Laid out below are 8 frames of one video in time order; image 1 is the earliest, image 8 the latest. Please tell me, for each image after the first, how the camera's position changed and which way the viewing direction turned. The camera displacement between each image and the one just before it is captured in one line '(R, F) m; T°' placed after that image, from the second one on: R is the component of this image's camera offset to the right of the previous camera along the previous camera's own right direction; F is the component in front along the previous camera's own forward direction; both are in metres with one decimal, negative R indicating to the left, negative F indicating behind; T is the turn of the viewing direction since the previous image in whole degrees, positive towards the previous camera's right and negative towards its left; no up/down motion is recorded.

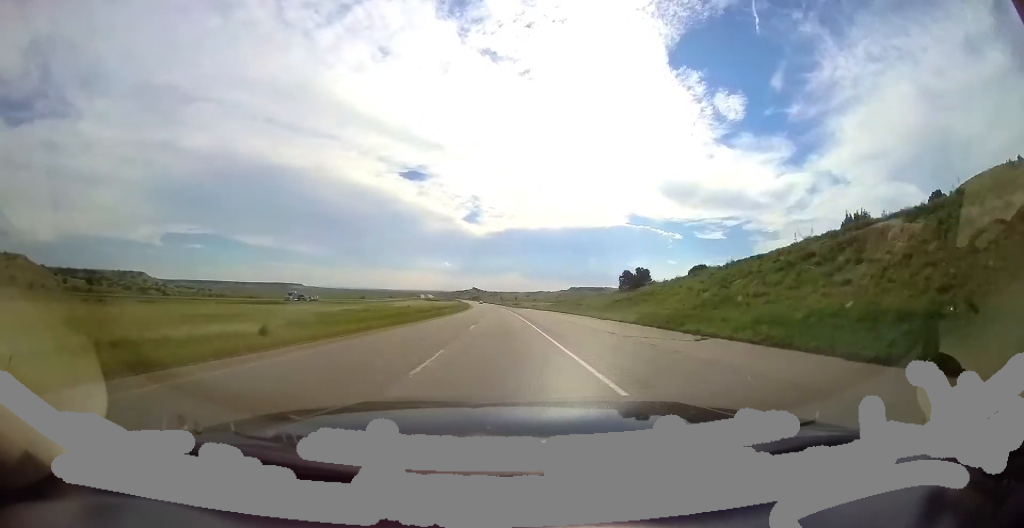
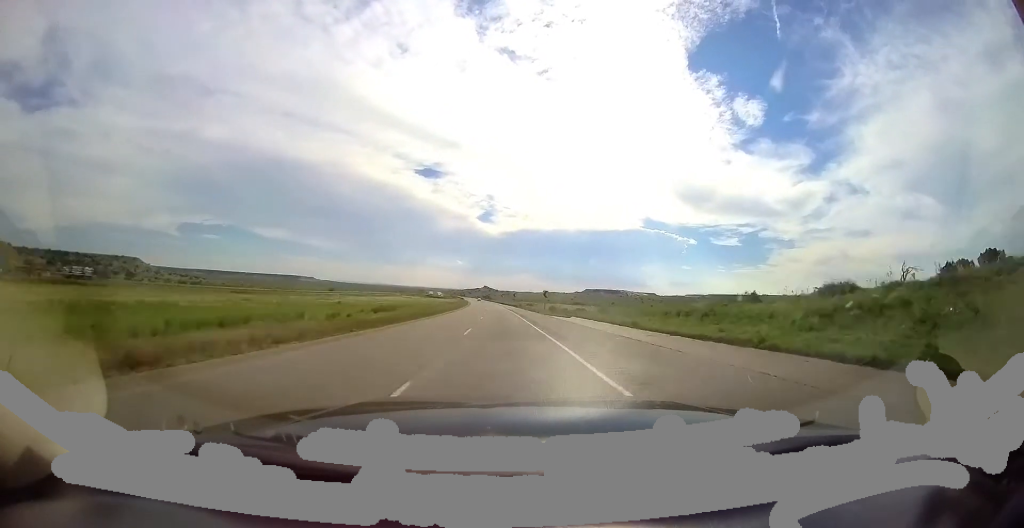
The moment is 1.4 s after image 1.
(-0.8, +53.2) m; -2°
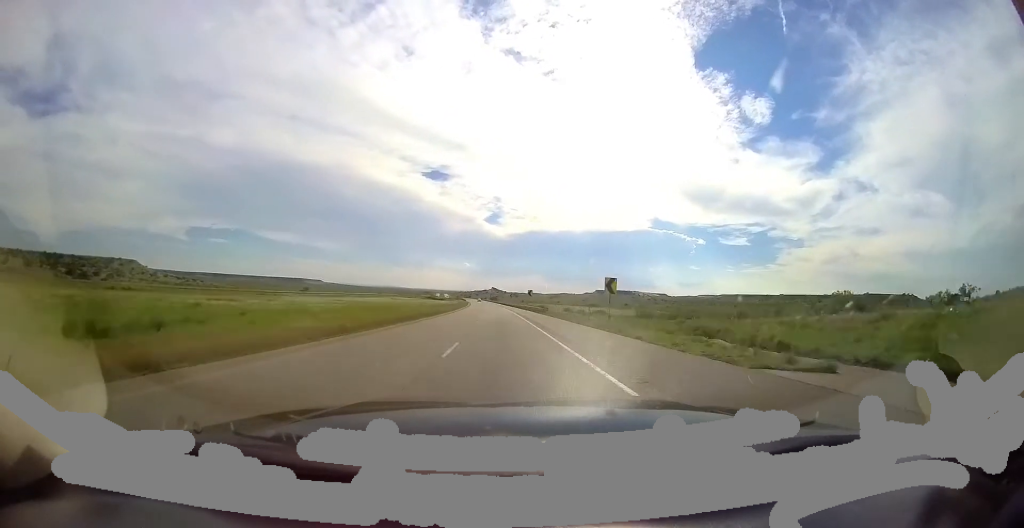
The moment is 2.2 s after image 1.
(-0.1, +30.4) m; -1°
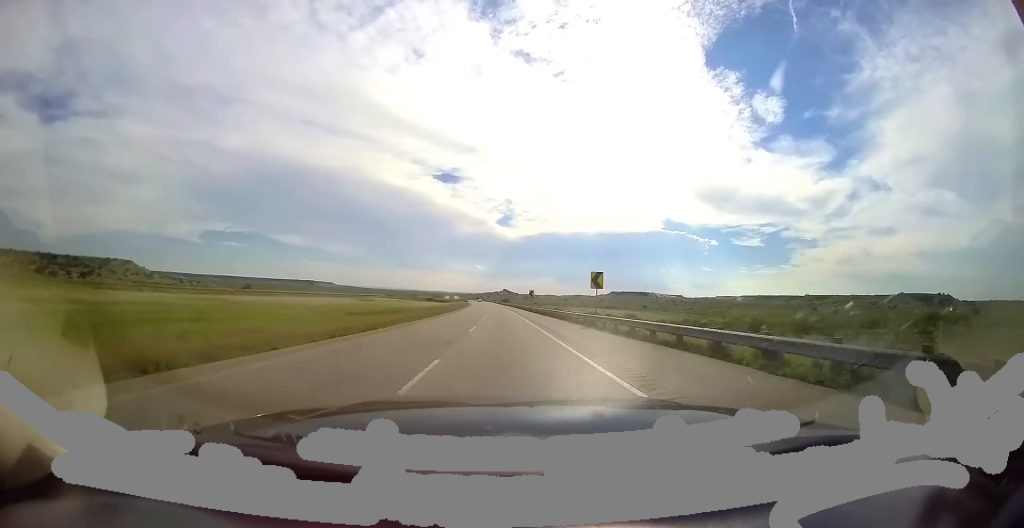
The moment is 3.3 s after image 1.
(-0.6, +40.4) m; -2°
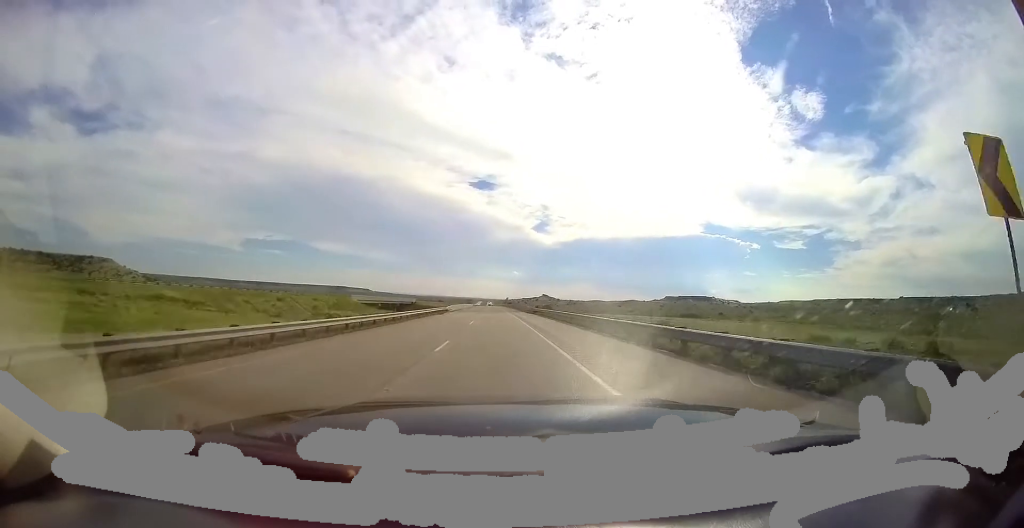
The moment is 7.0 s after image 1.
(-8.9, +139.9) m; -7°
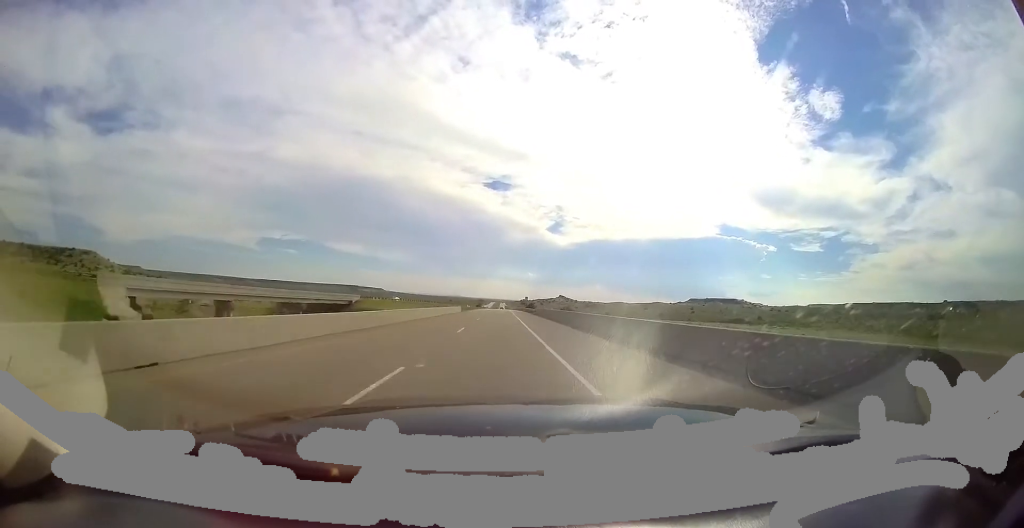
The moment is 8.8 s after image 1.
(-1.6, +66.5) m; -1°
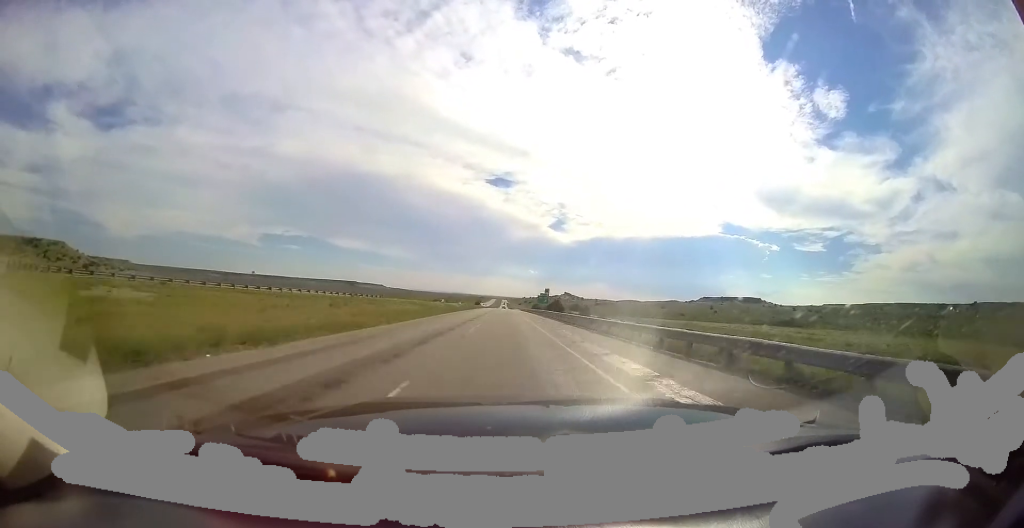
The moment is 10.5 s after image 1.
(+0.2, +63.4) m; +1°
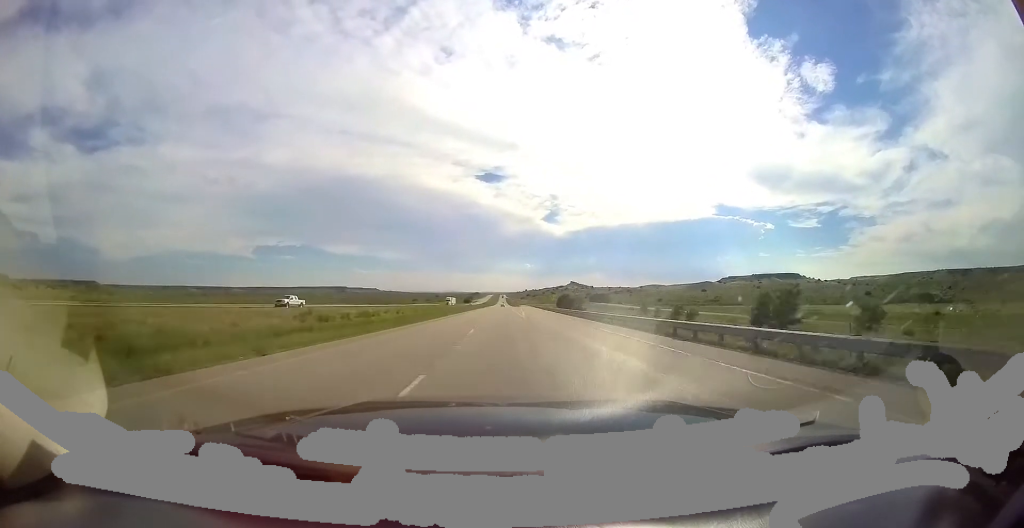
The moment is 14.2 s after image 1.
(+0.8, +134.1) m; 0°
